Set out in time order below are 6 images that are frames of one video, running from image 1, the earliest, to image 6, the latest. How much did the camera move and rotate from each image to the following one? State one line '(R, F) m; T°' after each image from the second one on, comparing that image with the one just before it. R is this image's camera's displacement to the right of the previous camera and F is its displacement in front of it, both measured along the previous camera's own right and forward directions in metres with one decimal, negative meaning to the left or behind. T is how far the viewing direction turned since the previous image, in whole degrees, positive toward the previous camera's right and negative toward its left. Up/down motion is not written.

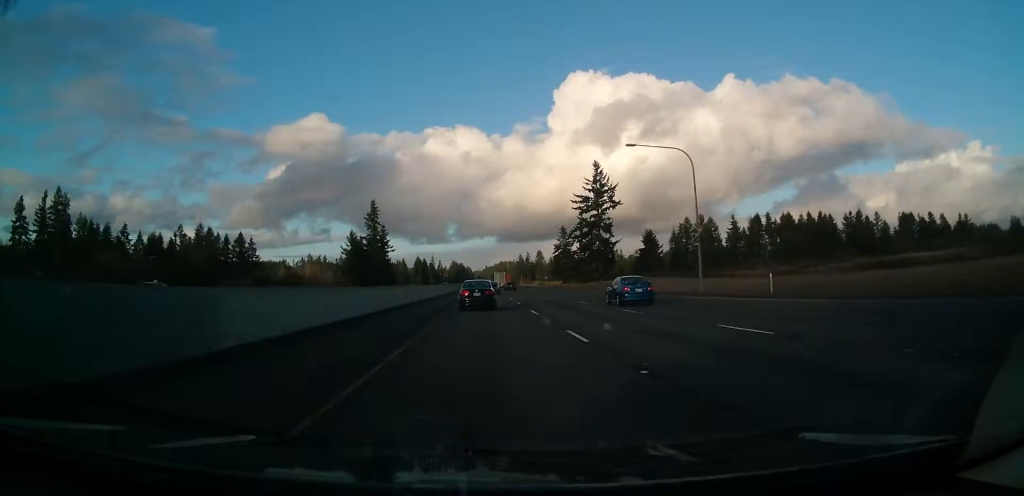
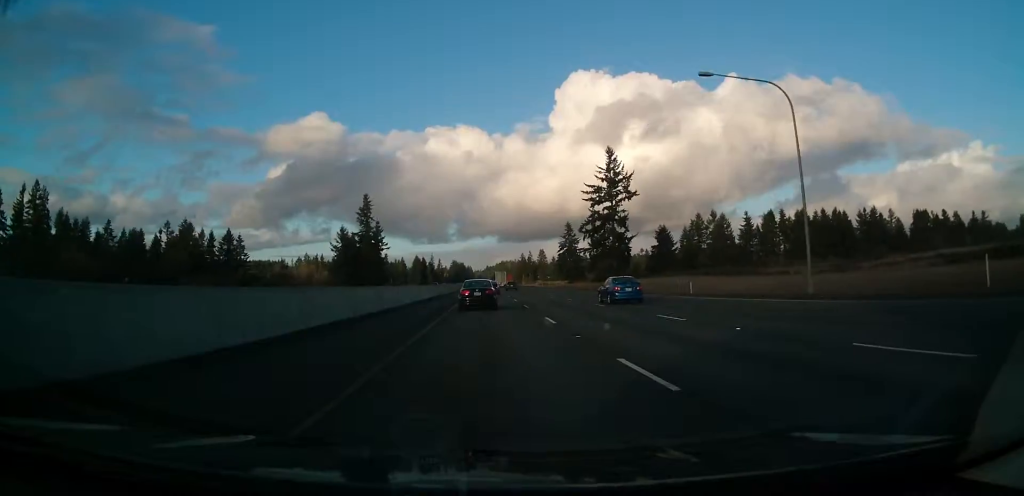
(0.0, +18.2) m; 0°
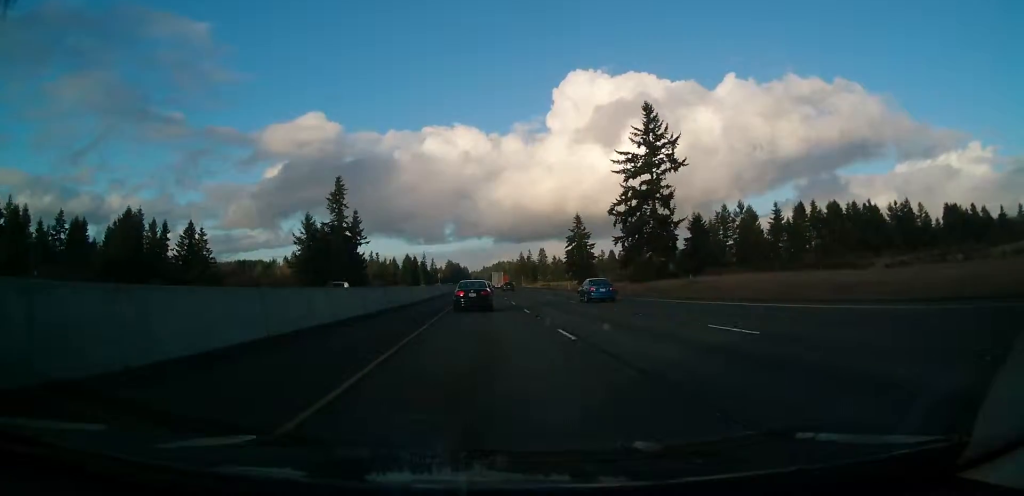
(-0.3, +42.0) m; 0°
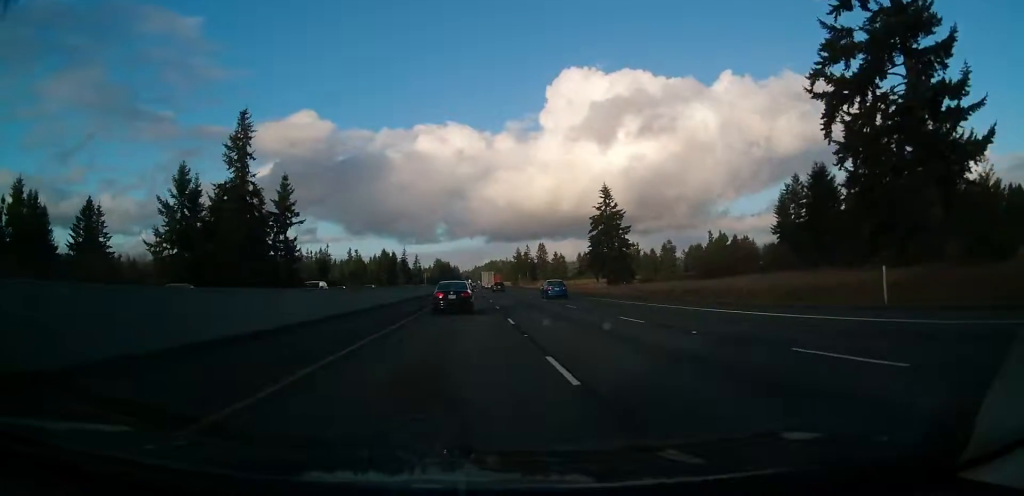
(+1.1, +79.2) m; +1°
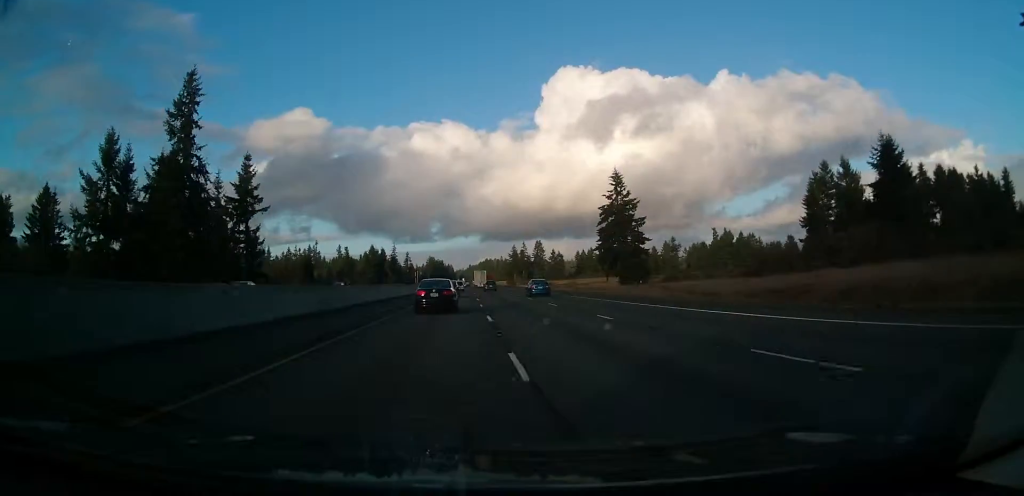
(0.0, +23.9) m; 0°
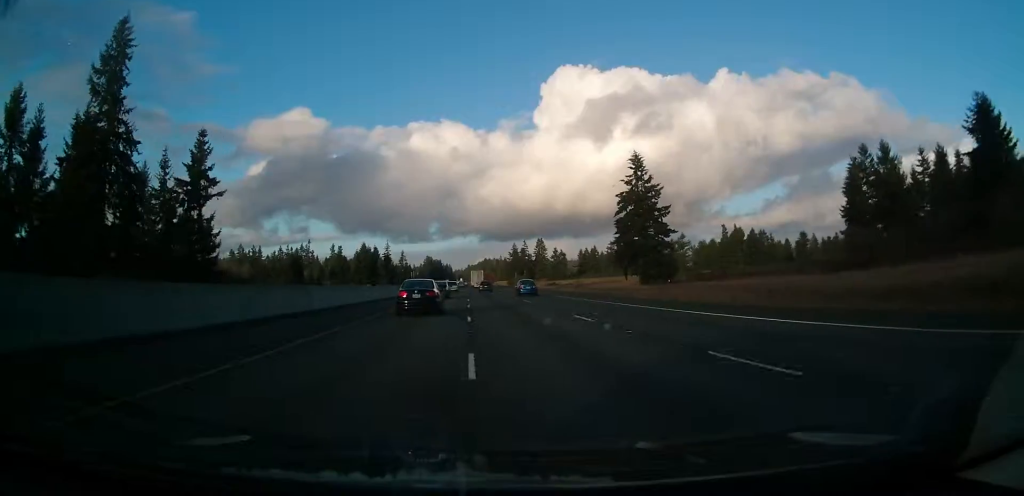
(0.0, +23.9) m; 0°
